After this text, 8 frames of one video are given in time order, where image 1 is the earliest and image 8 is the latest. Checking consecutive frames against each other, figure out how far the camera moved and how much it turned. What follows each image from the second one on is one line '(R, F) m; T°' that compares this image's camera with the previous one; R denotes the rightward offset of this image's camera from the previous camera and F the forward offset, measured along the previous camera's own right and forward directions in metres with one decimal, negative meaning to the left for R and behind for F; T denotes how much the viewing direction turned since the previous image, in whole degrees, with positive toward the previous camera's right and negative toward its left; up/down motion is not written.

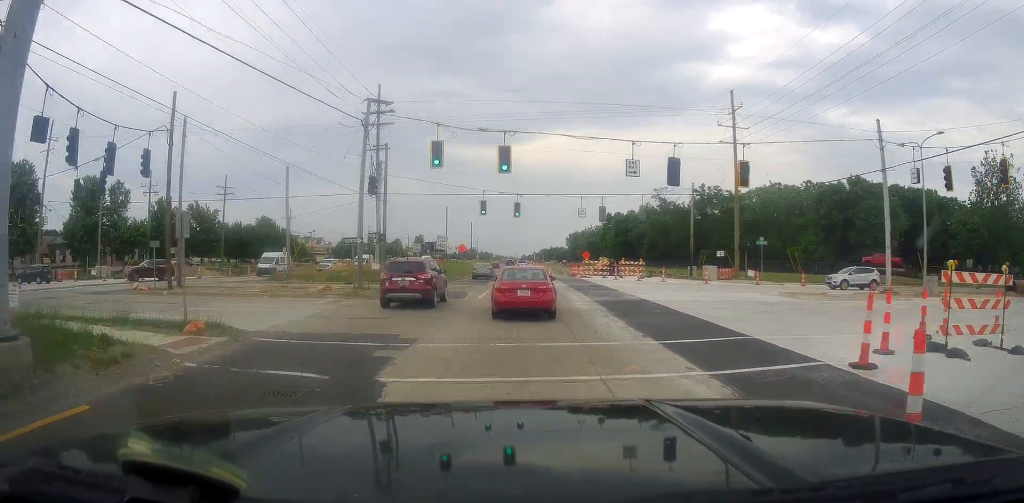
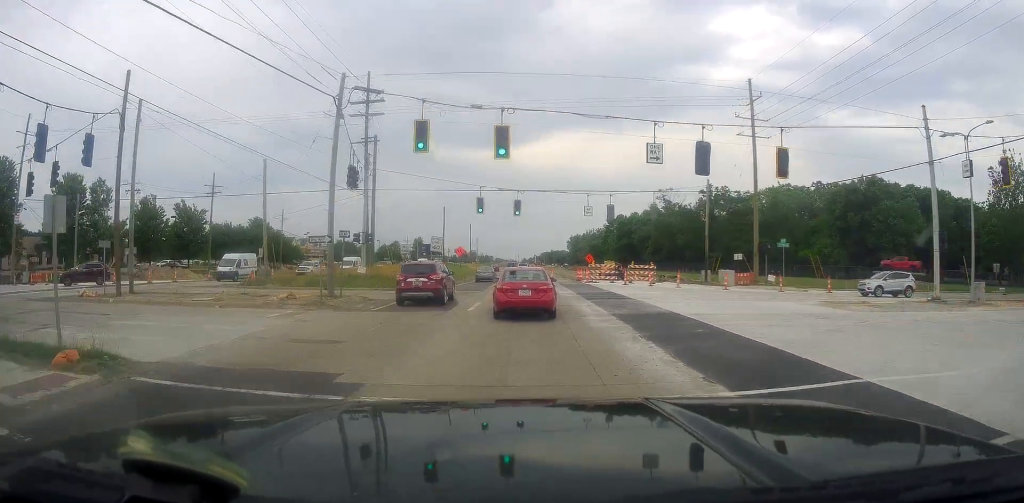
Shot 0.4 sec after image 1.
(+0.2, +4.1) m; +2°
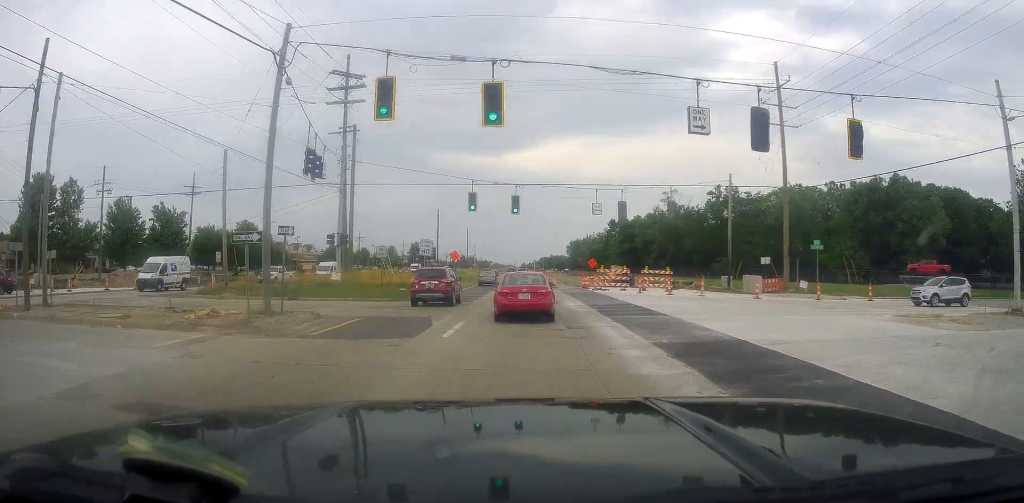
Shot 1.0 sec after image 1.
(0.0, +5.8) m; 0°
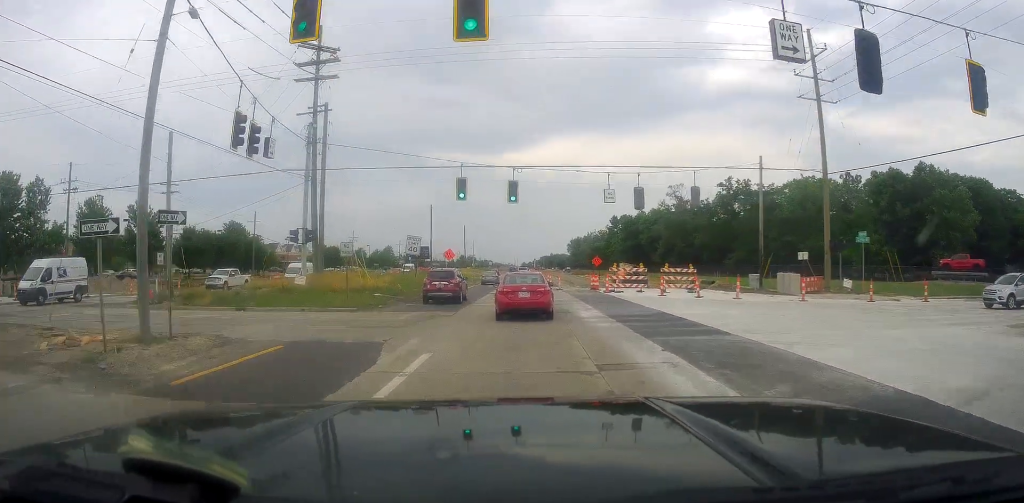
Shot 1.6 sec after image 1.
(0.0, +5.9) m; 0°
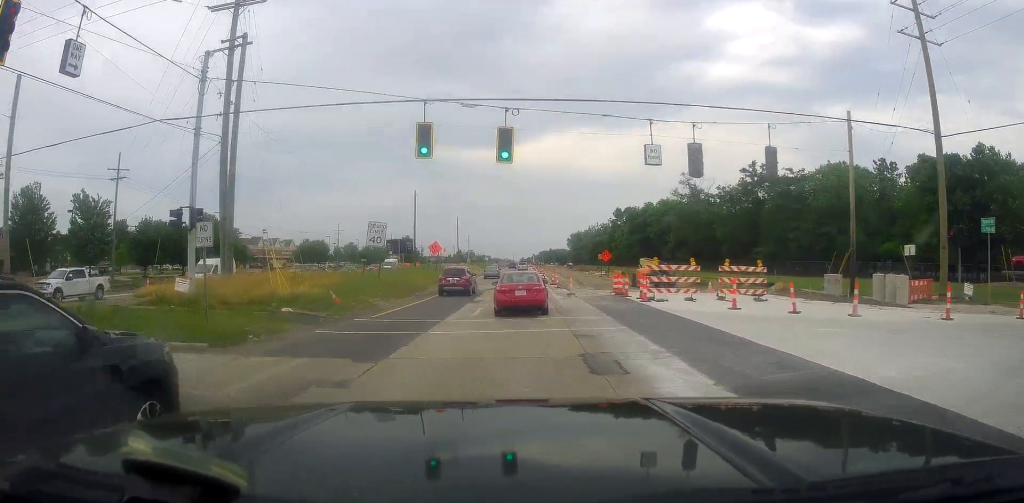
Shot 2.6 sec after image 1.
(0.0, +11.4) m; -2°
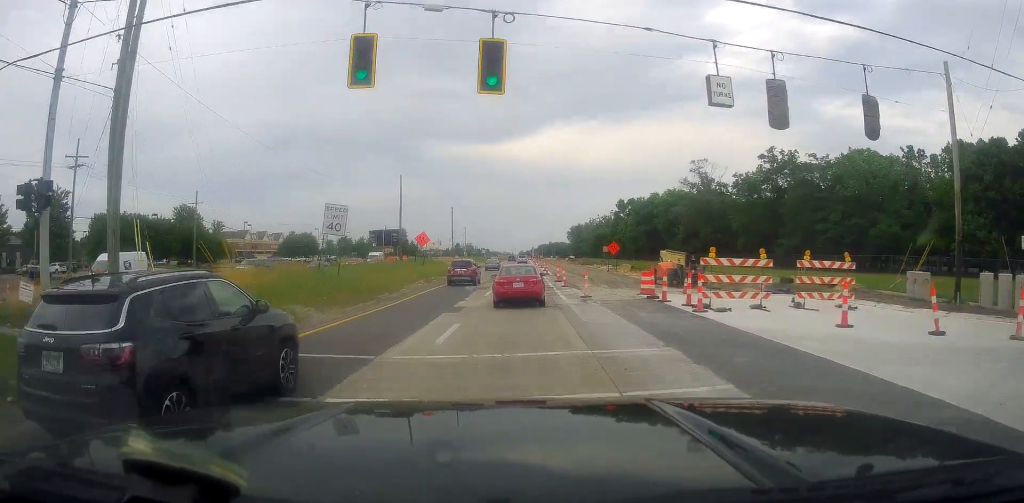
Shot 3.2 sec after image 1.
(-0.2, +7.8) m; 0°
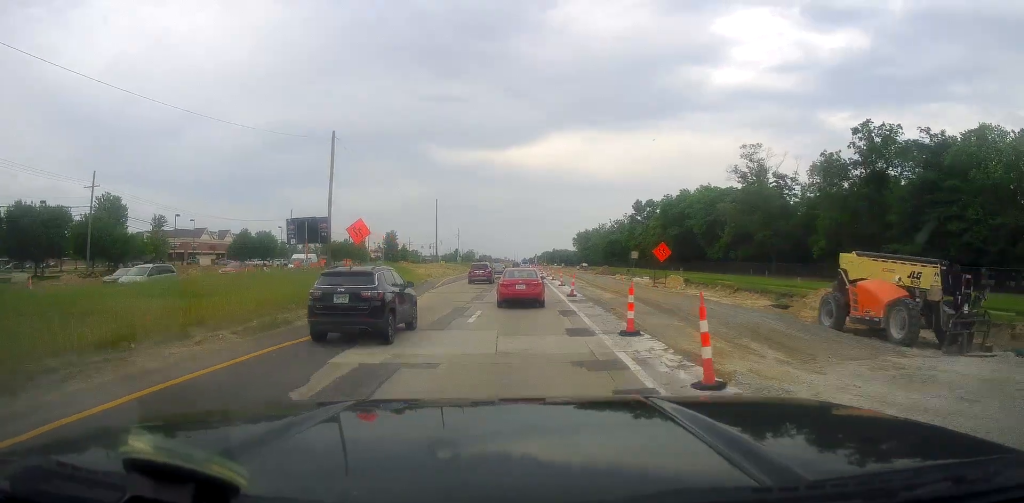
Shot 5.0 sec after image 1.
(+0.6, +24.4) m; +2°
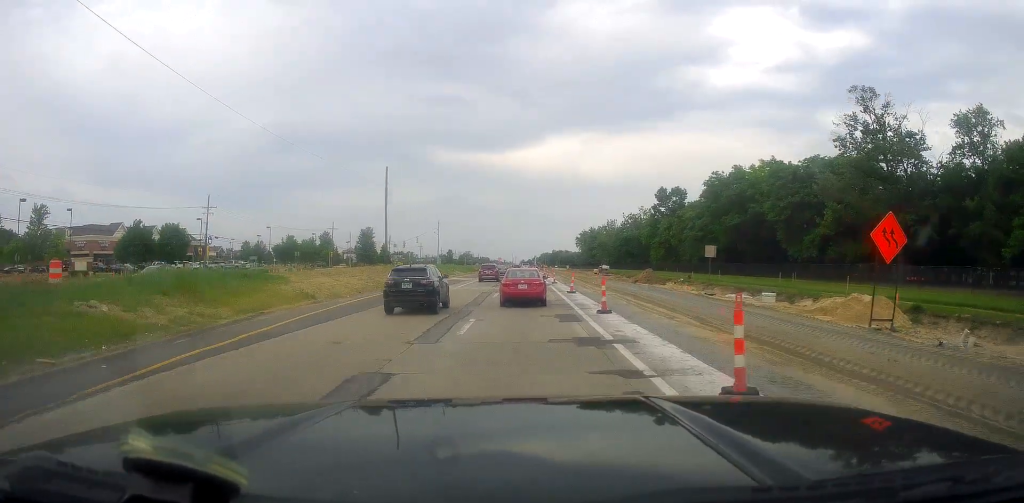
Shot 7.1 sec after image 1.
(-0.9, +32.6) m; -3°
